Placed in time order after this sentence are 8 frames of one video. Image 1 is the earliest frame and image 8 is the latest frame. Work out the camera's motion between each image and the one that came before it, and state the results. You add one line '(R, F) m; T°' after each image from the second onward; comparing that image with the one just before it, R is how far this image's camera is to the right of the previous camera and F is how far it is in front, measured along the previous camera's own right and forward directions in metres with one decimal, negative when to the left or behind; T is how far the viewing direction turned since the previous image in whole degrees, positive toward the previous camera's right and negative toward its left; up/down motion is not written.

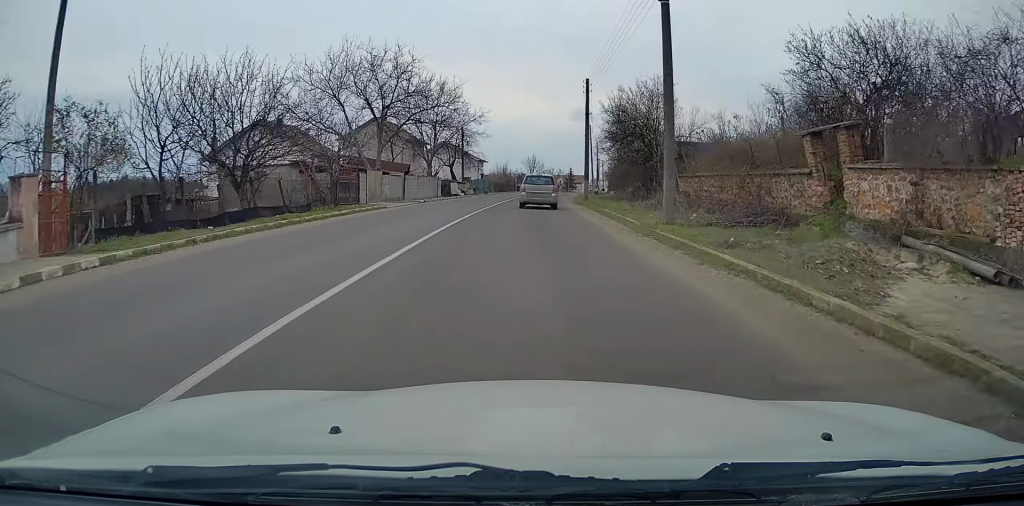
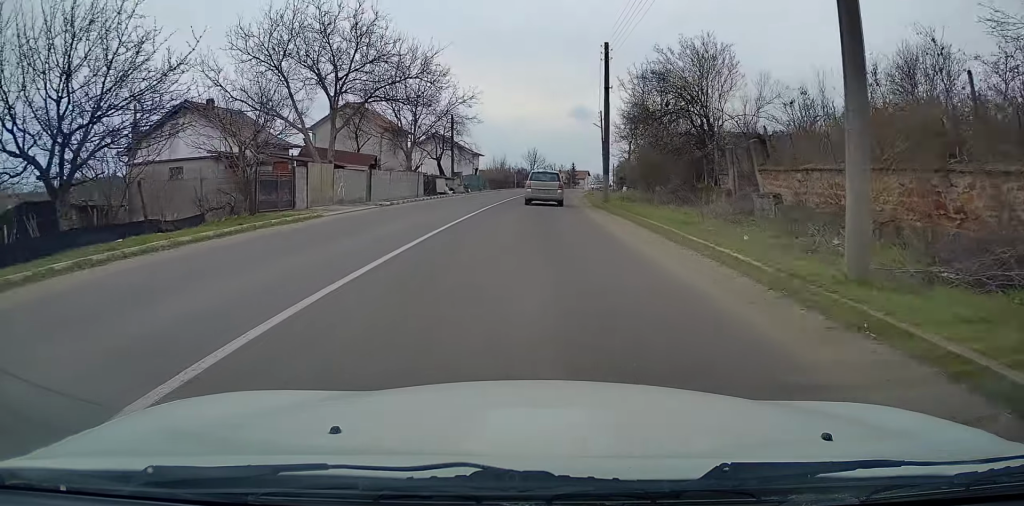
(+0.1, +10.0) m; +1°
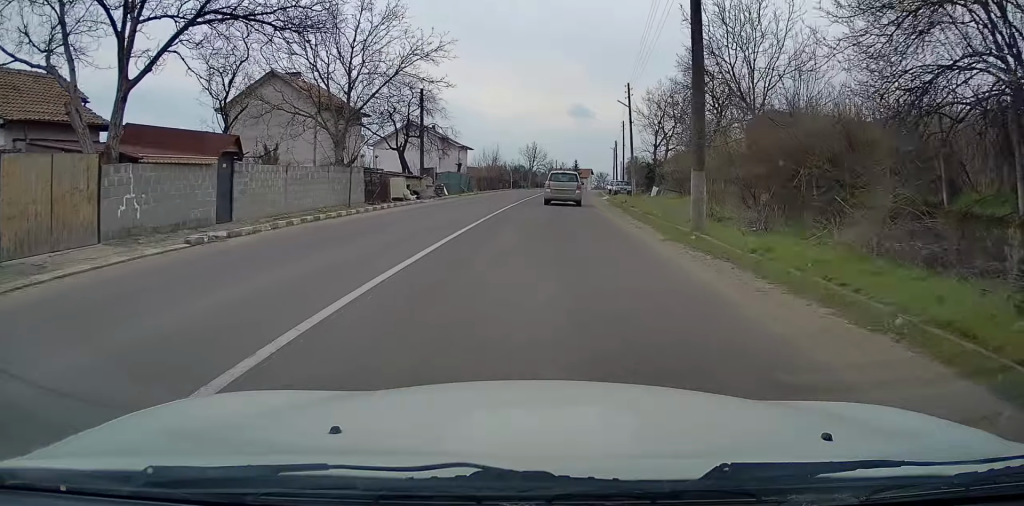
(+0.1, +17.4) m; 0°
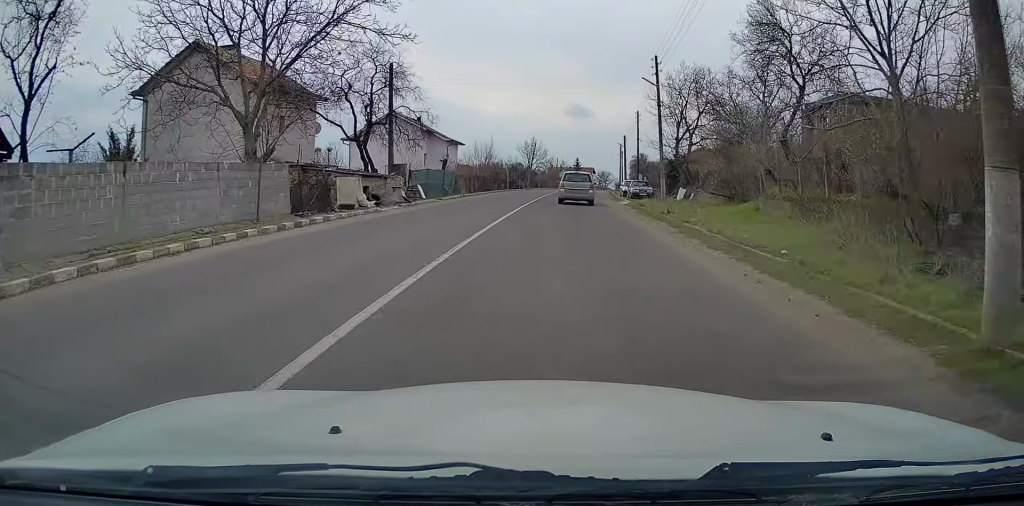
(0.0, +9.8) m; 0°
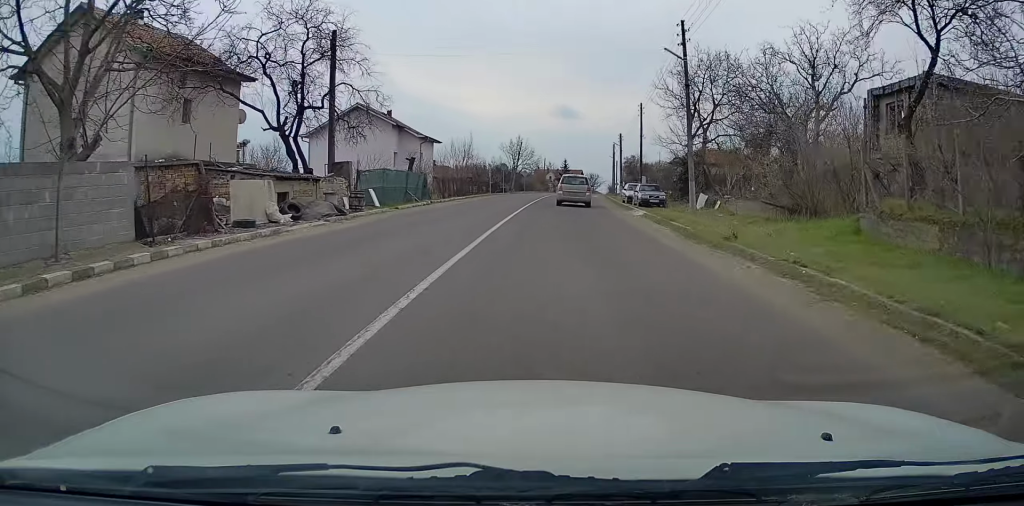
(0.0, +8.4) m; +1°
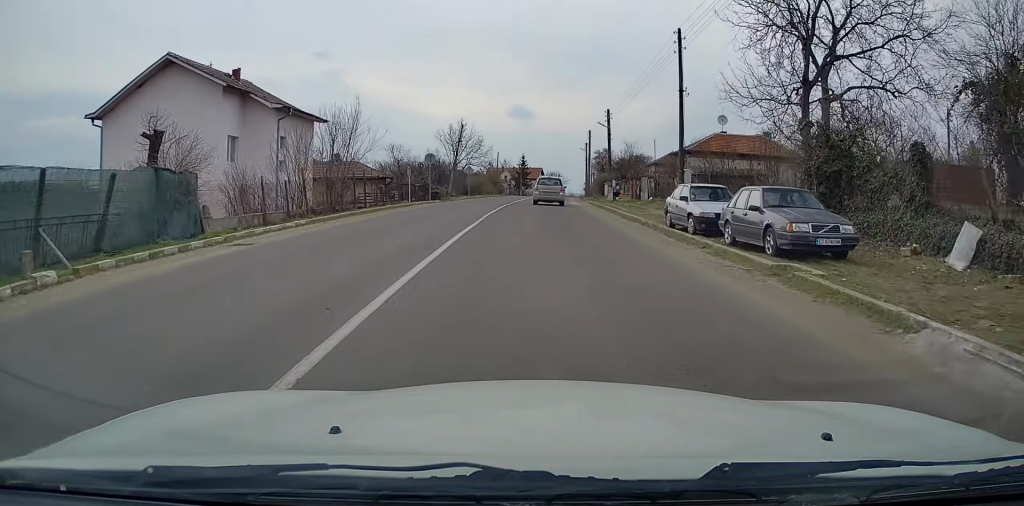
(+0.7, +24.5) m; +2°
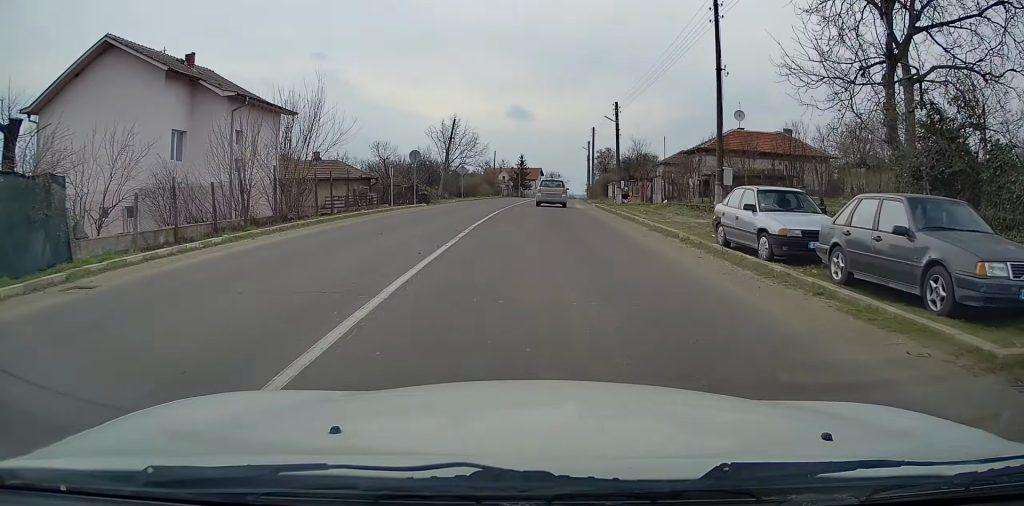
(0.0, +5.4) m; 0°
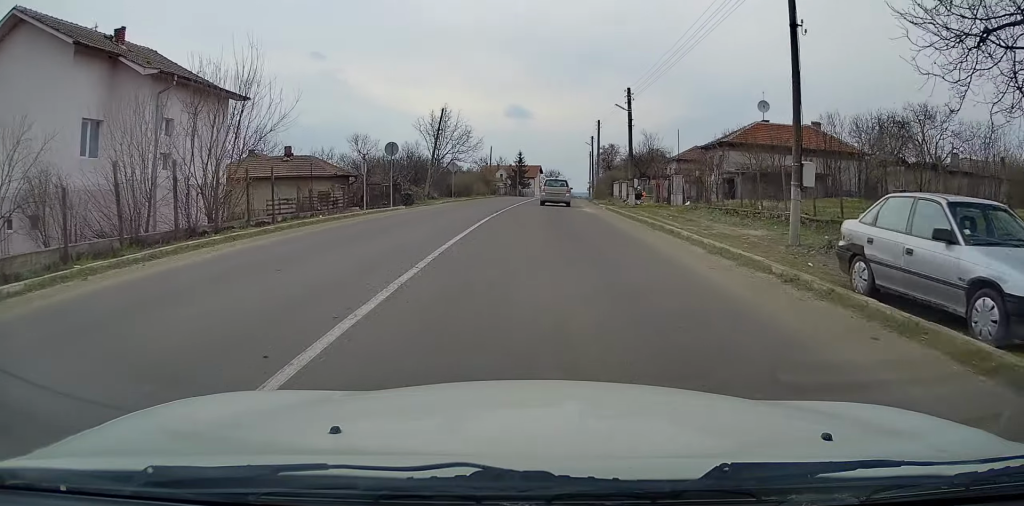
(0.0, +6.3) m; 0°
